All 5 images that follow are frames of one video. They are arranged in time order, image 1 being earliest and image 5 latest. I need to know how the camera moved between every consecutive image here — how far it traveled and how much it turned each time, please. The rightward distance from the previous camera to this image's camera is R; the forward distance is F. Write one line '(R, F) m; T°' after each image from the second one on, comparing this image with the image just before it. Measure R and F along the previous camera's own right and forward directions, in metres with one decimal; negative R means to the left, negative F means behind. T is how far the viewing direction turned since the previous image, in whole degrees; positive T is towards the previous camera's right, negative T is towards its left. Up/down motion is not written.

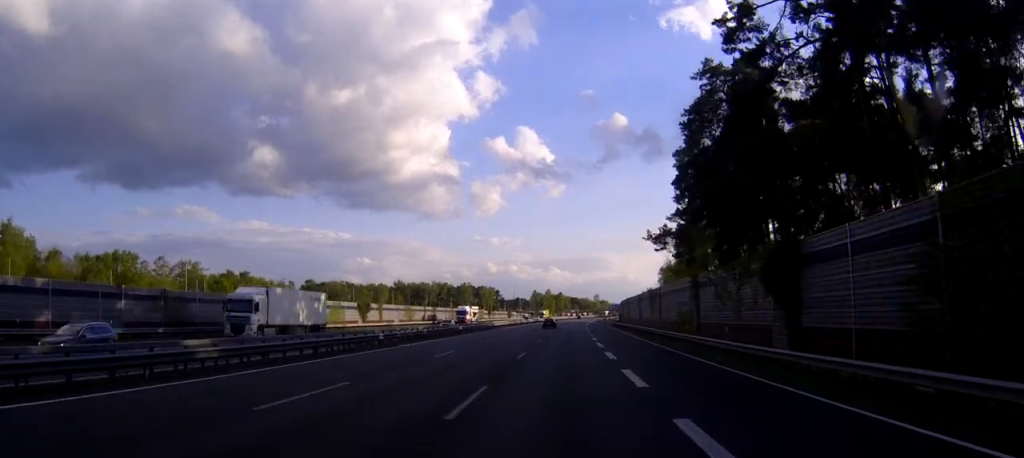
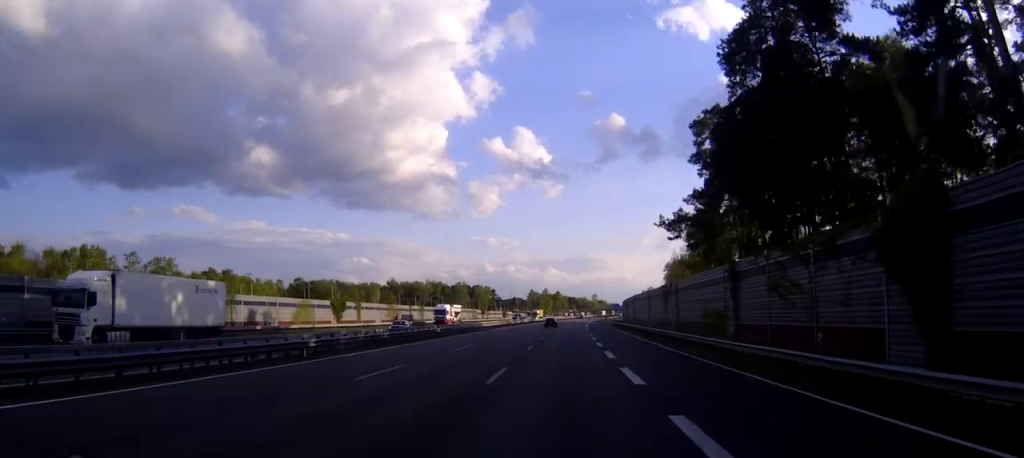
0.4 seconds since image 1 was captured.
(0.0, +11.5) m; 0°
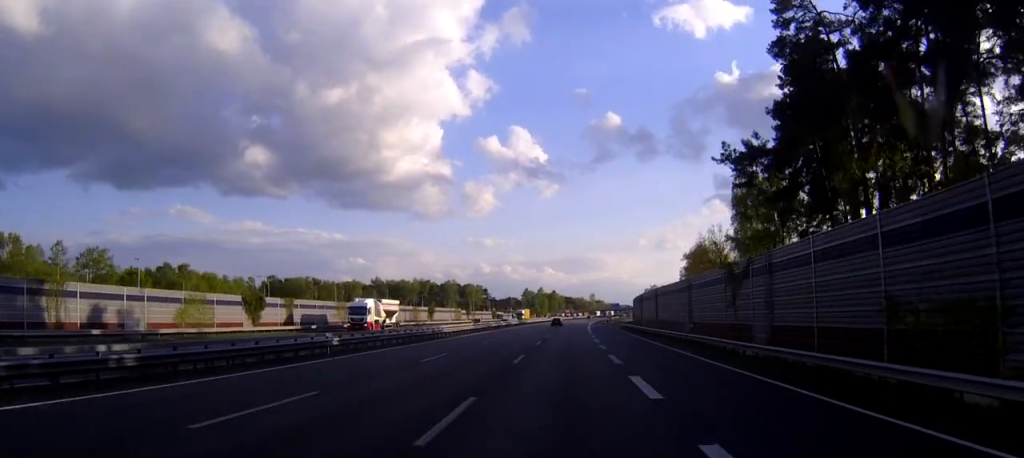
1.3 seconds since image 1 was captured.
(+0.1, +26.8) m; 0°
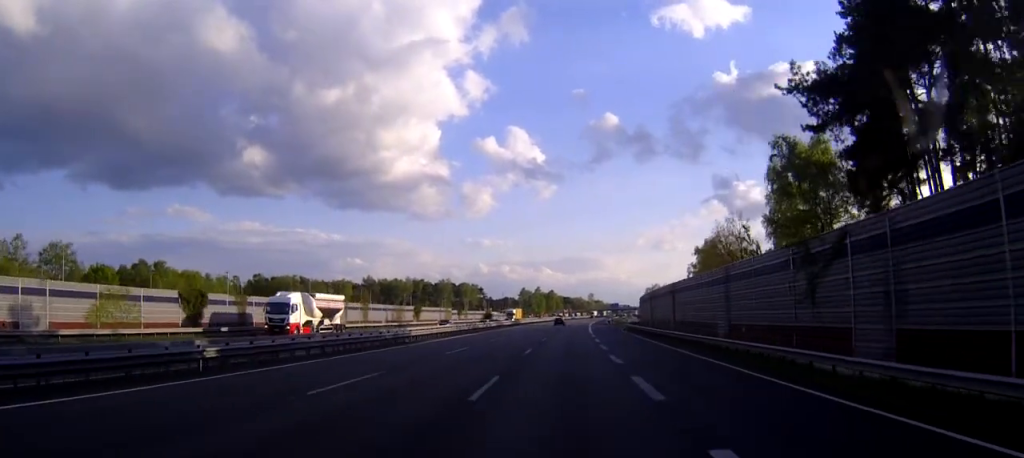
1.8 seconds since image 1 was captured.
(0.0, +12.5) m; 0°
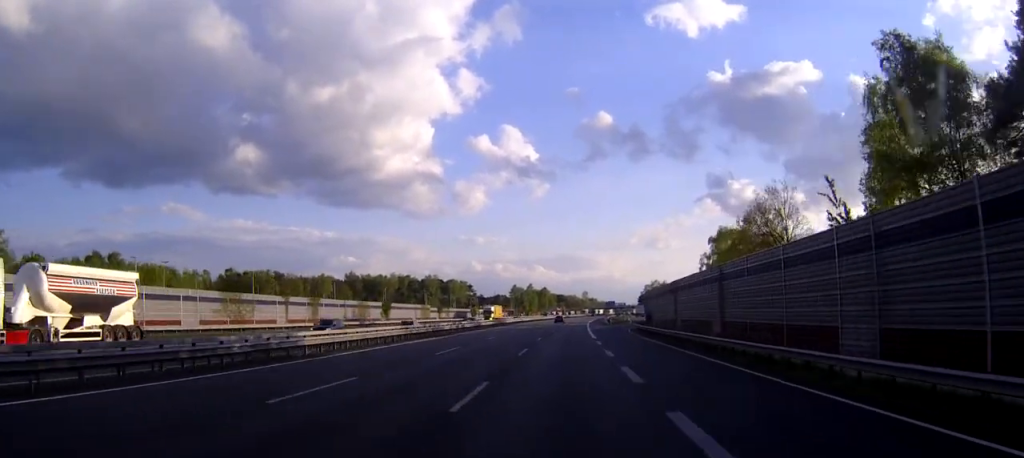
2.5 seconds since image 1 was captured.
(0.0, +20.2) m; 0°
